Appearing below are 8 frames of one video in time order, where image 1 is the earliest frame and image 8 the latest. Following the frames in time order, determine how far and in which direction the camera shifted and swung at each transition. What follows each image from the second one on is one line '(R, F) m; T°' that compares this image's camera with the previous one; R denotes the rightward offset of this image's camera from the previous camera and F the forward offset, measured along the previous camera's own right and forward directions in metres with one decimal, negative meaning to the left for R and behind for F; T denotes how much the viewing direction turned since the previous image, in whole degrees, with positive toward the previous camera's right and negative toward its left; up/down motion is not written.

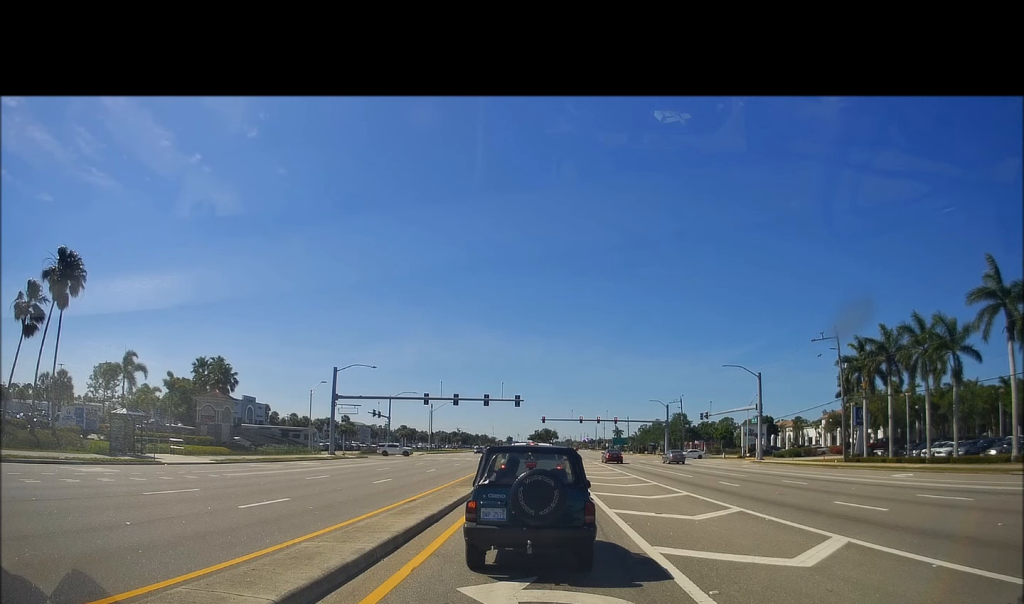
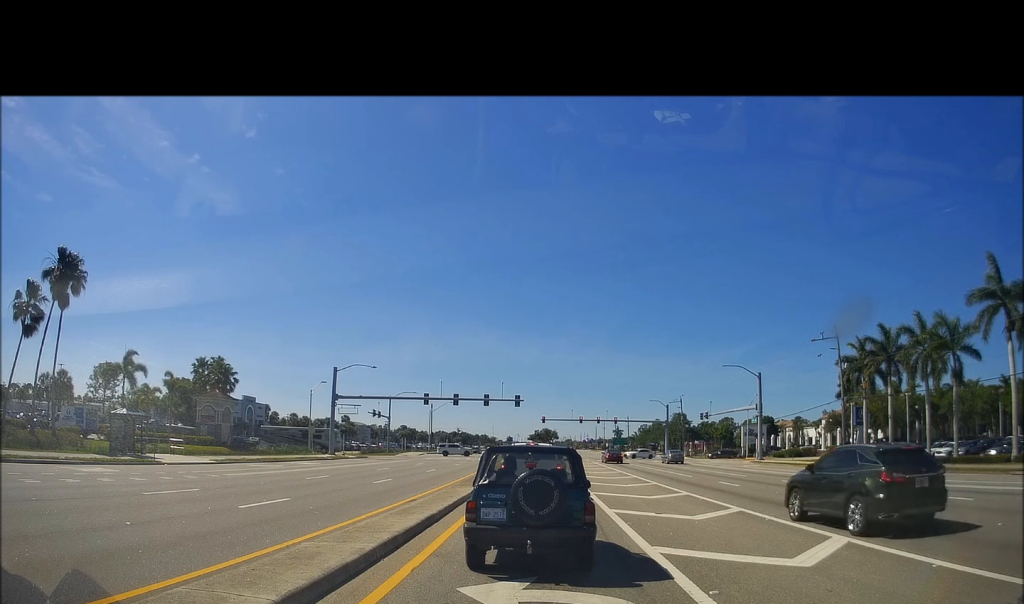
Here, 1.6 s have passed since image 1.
(0.0, 0.0) m; 0°
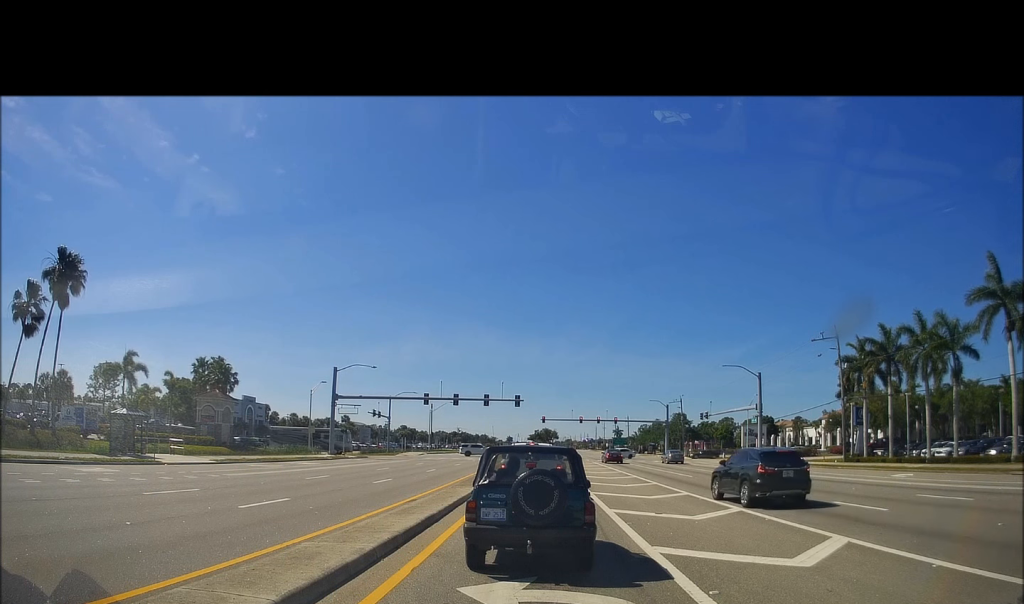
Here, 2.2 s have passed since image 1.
(0.0, 0.0) m; 0°
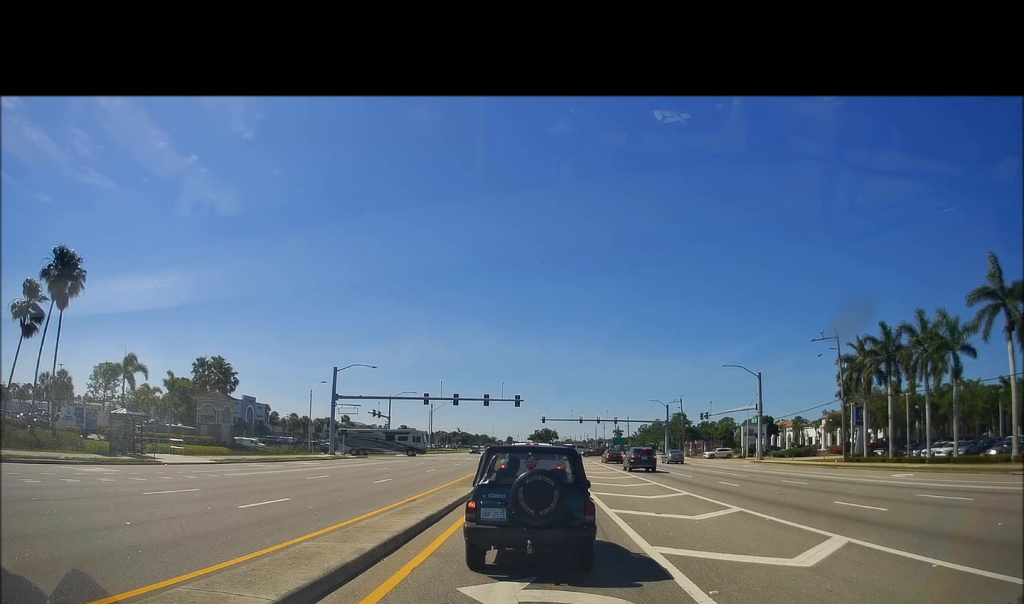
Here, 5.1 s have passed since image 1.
(0.0, 0.0) m; 0°
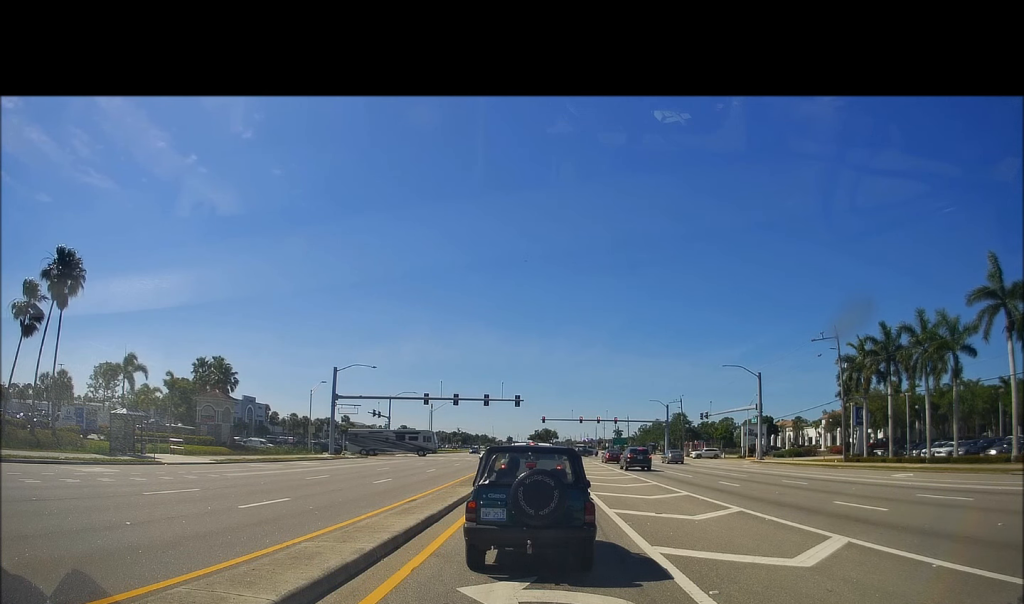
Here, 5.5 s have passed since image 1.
(0.0, 0.0) m; 0°
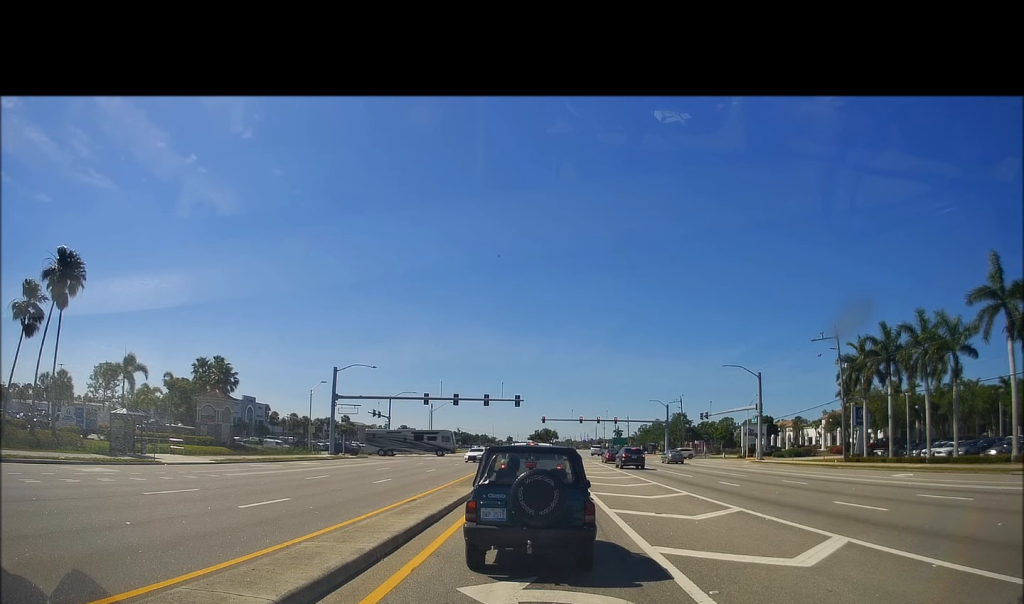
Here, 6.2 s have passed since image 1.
(0.0, 0.0) m; 0°
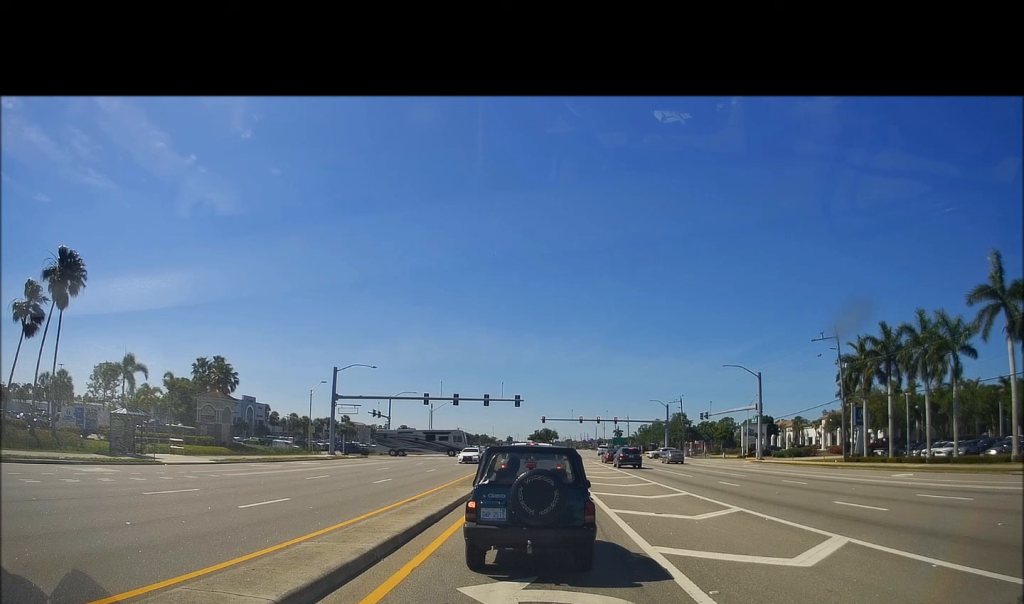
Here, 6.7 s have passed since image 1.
(0.0, 0.0) m; 0°
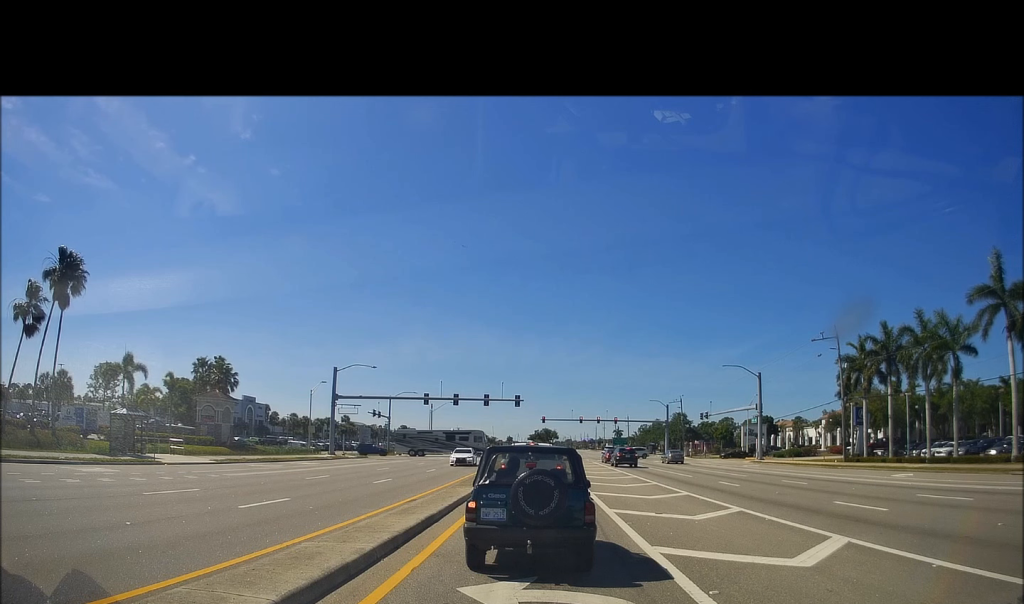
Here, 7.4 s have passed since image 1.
(0.0, 0.0) m; 0°
